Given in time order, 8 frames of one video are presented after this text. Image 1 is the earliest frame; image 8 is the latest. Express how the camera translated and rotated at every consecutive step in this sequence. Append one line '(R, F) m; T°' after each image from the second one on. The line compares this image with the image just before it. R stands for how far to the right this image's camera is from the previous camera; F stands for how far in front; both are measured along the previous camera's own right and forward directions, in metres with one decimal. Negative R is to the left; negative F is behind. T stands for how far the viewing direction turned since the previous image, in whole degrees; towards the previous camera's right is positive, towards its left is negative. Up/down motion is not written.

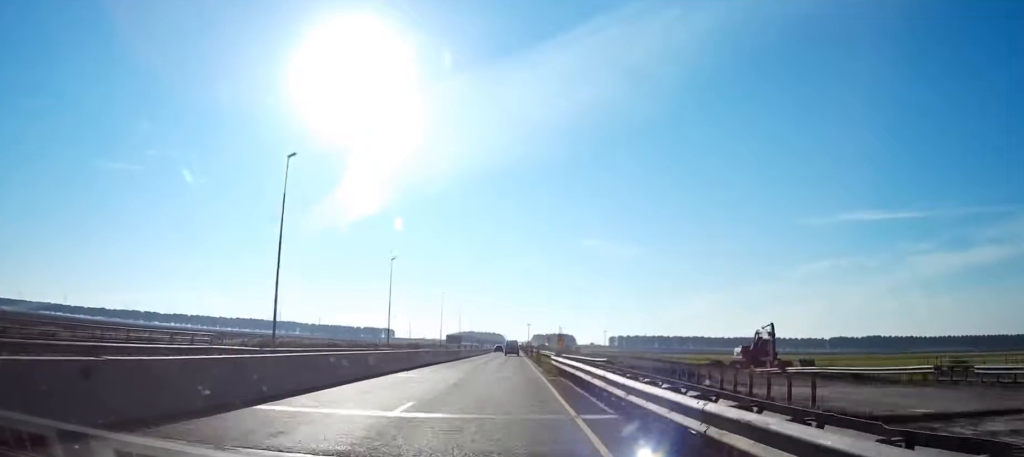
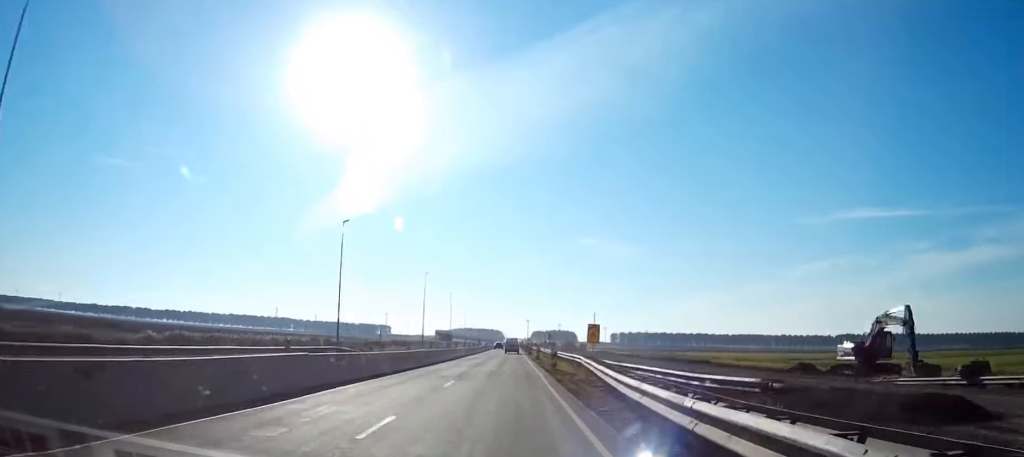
(0.0, +26.2) m; 0°
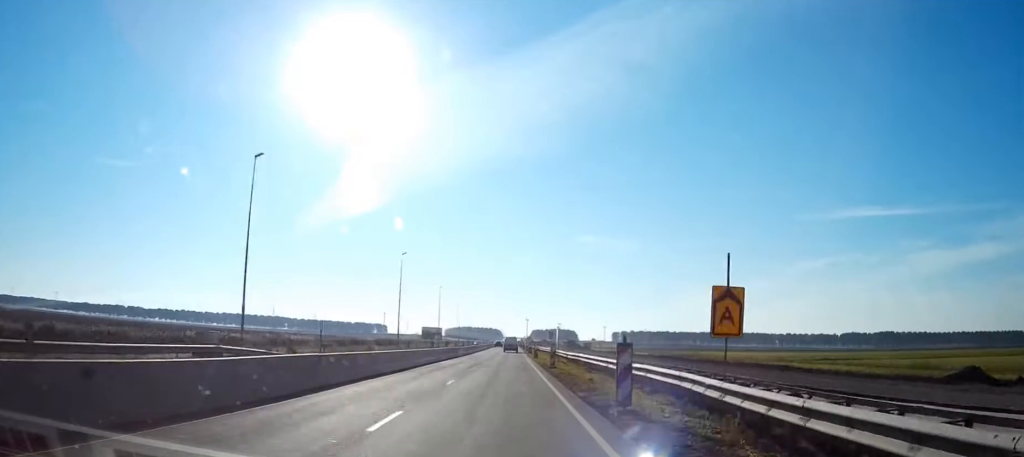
(0.0, +23.5) m; 0°
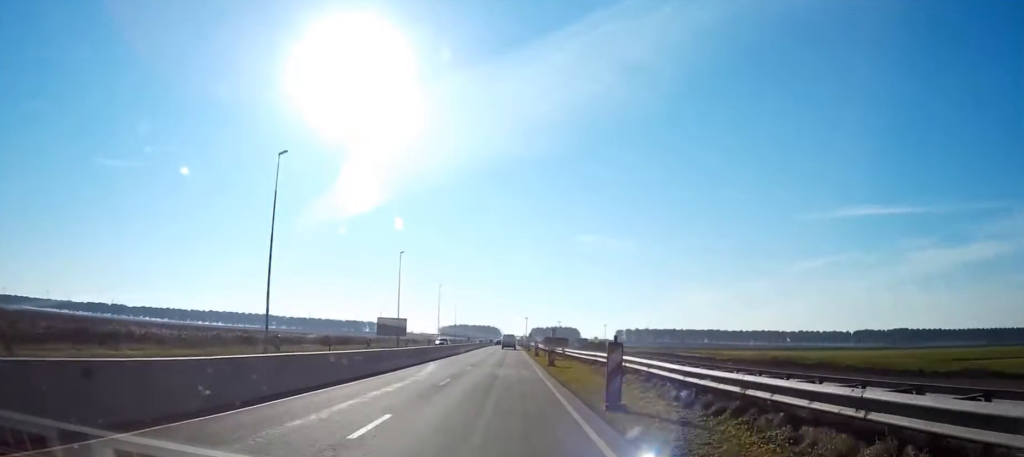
(0.0, +48.5) m; 0°
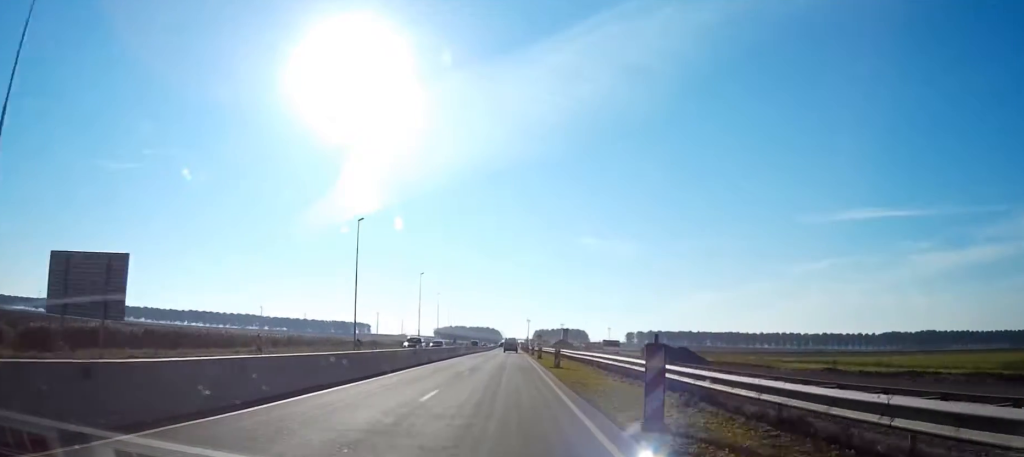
(+0.3, +75.3) m; 0°
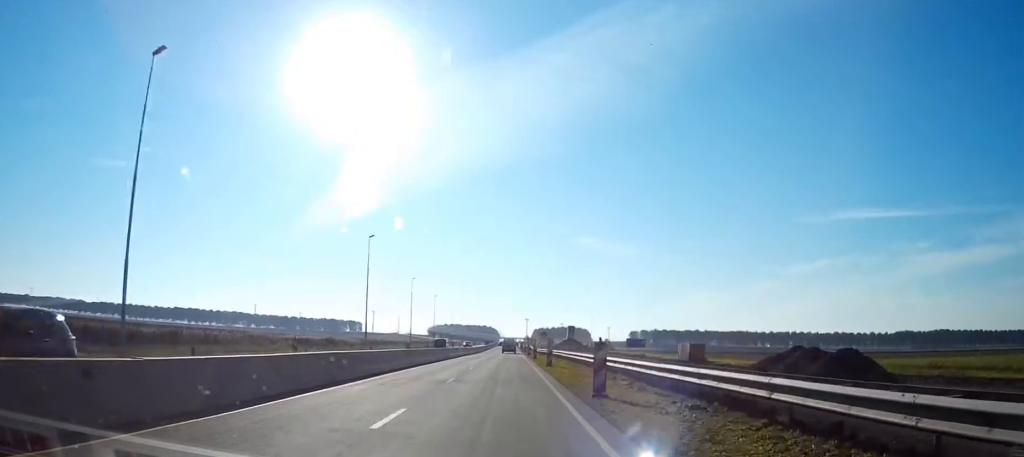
(0.0, +40.5) m; 0°
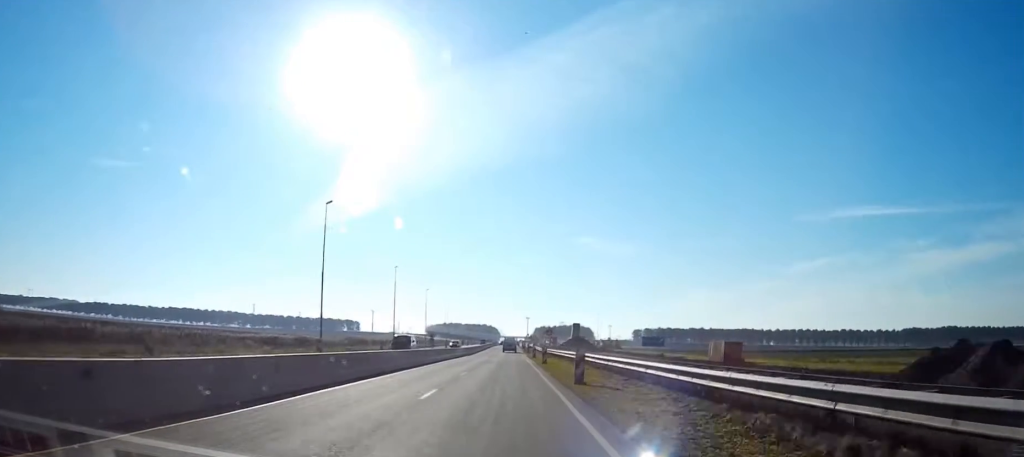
(0.0, +18.2) m; 0°
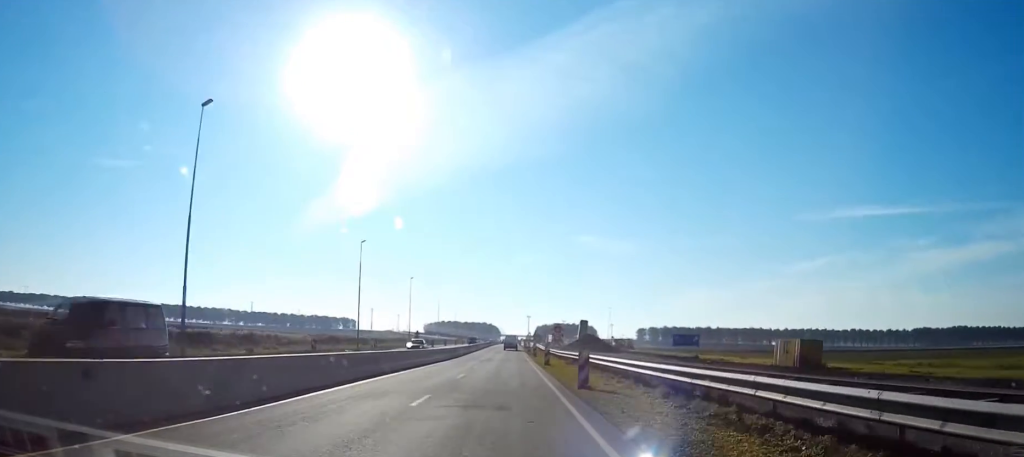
(-0.1, +25.1) m; 0°
